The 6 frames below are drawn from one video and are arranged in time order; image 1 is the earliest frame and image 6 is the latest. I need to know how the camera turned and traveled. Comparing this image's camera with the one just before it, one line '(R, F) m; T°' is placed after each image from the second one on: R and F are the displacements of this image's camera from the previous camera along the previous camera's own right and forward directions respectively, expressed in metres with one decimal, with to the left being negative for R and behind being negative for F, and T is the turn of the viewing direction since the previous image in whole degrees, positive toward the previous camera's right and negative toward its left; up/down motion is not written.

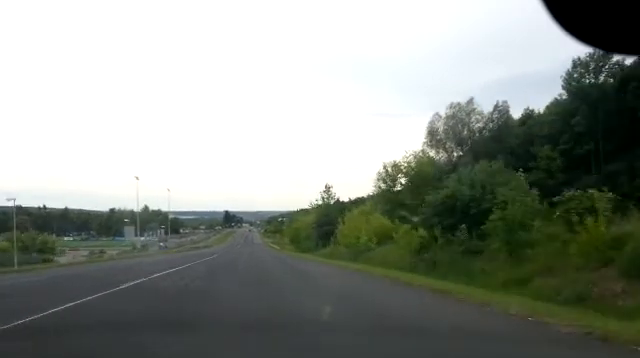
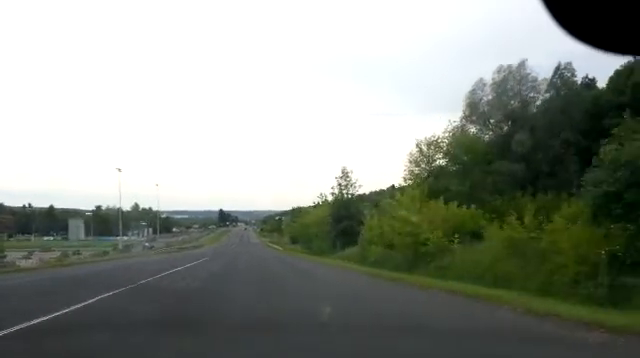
(+0.1, +14.3) m; 0°
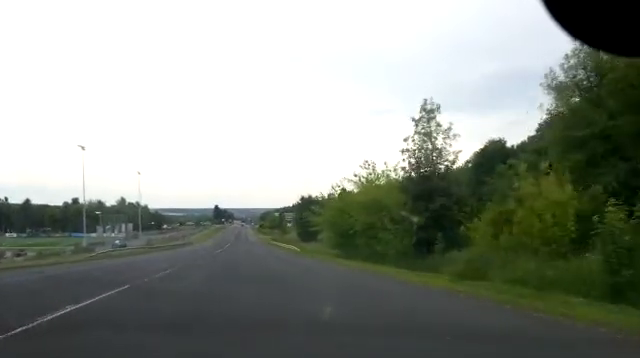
(+0.2, +25.4) m; 0°
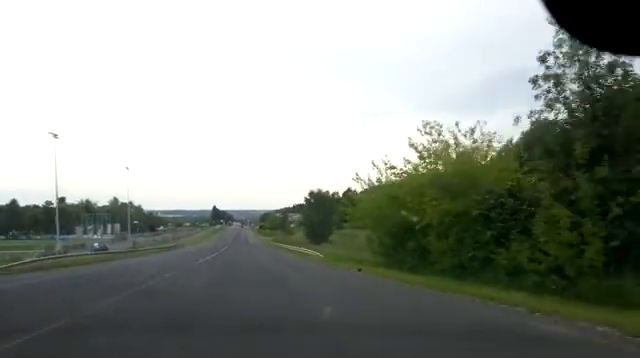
(-0.3, +14.1) m; 0°
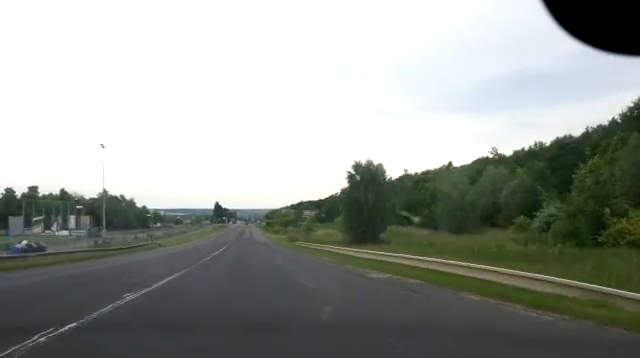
(+0.6, +30.5) m; 0°
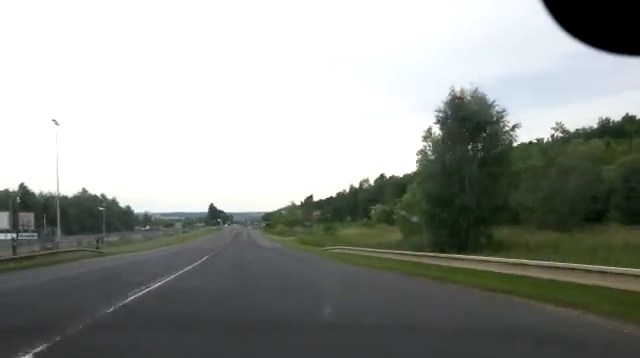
(-0.4, +26.1) m; -1°
